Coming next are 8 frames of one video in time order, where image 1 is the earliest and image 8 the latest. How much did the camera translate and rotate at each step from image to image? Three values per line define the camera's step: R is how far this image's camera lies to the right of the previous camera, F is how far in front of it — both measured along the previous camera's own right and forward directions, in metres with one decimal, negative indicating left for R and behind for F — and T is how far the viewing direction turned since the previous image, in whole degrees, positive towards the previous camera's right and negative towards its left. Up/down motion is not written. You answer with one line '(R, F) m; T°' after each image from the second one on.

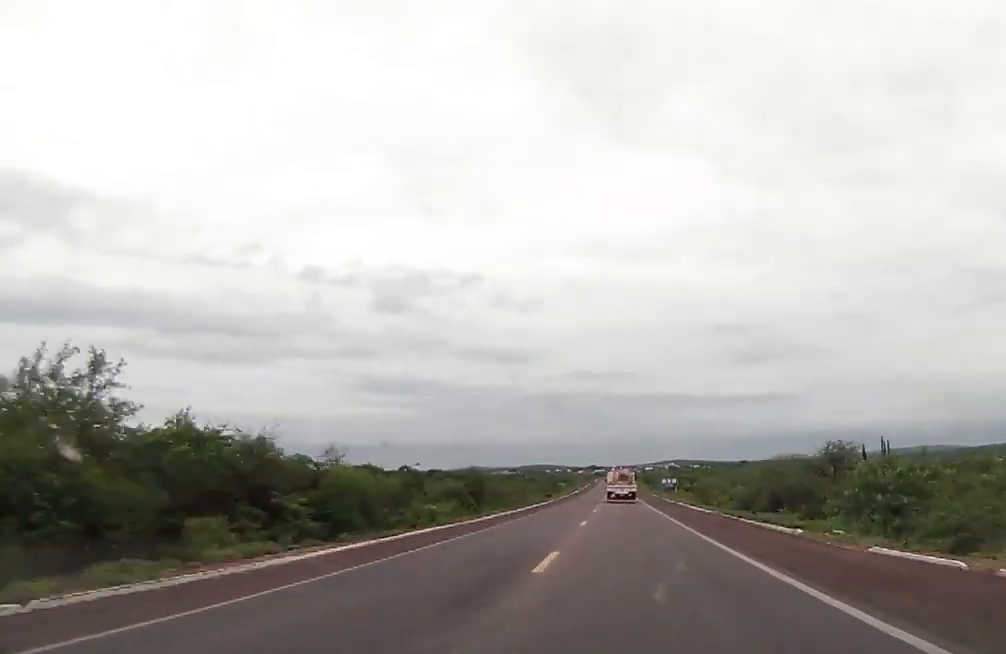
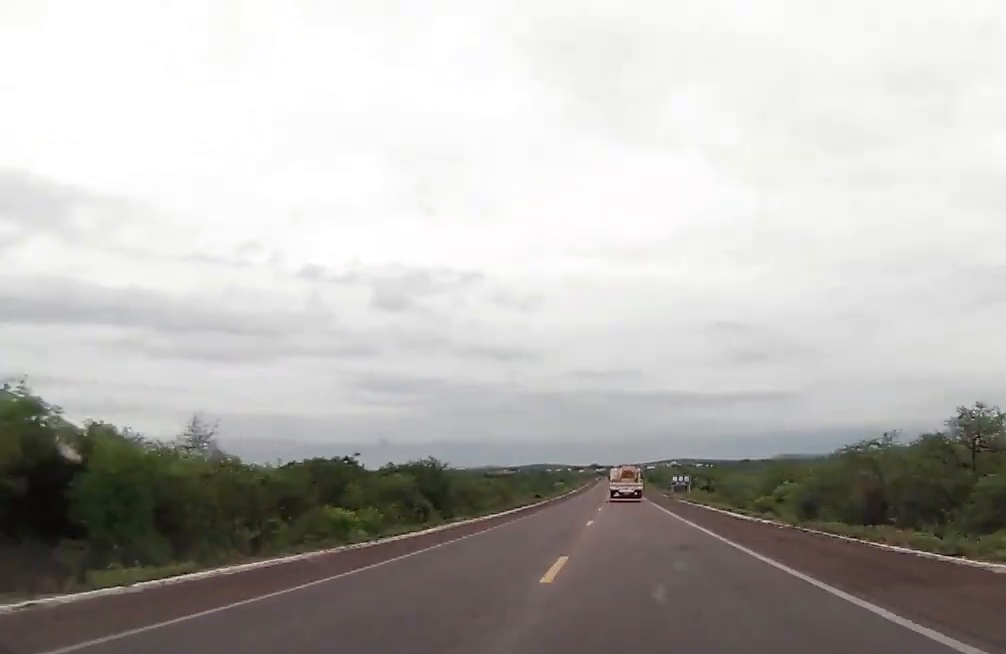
(0.0, +17.3) m; 0°
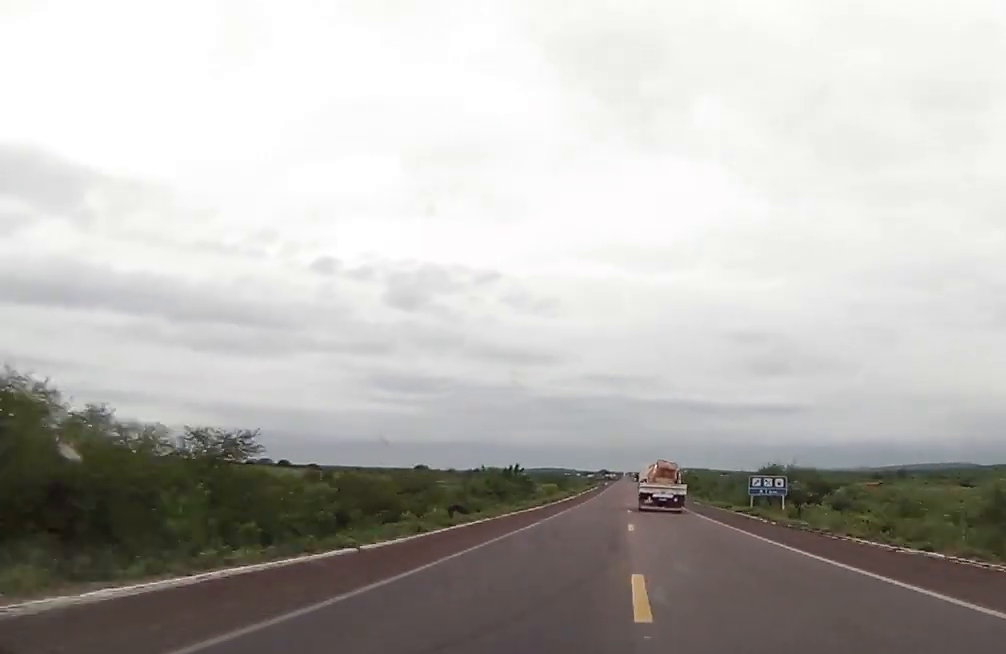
(-0.2, +51.0) m; -1°
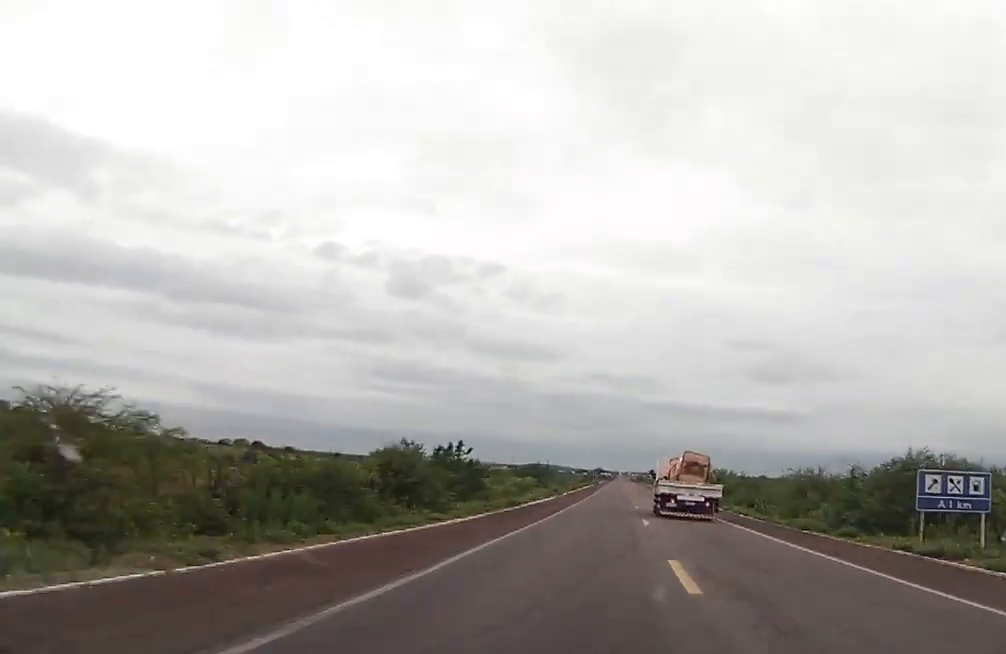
(-0.1, +29.8) m; -1°
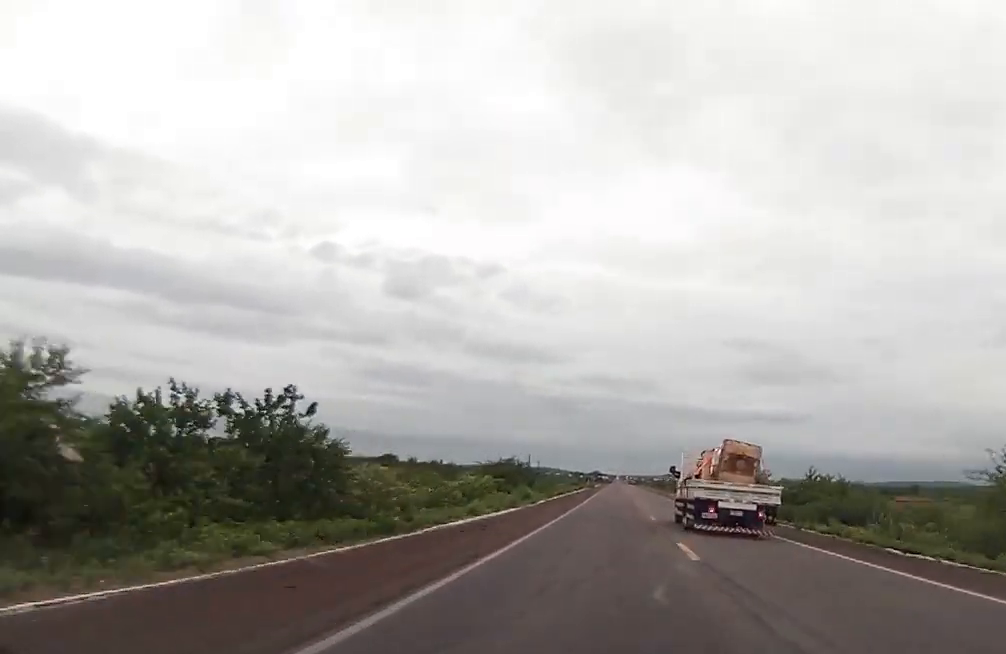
(-0.4, +27.3) m; 0°
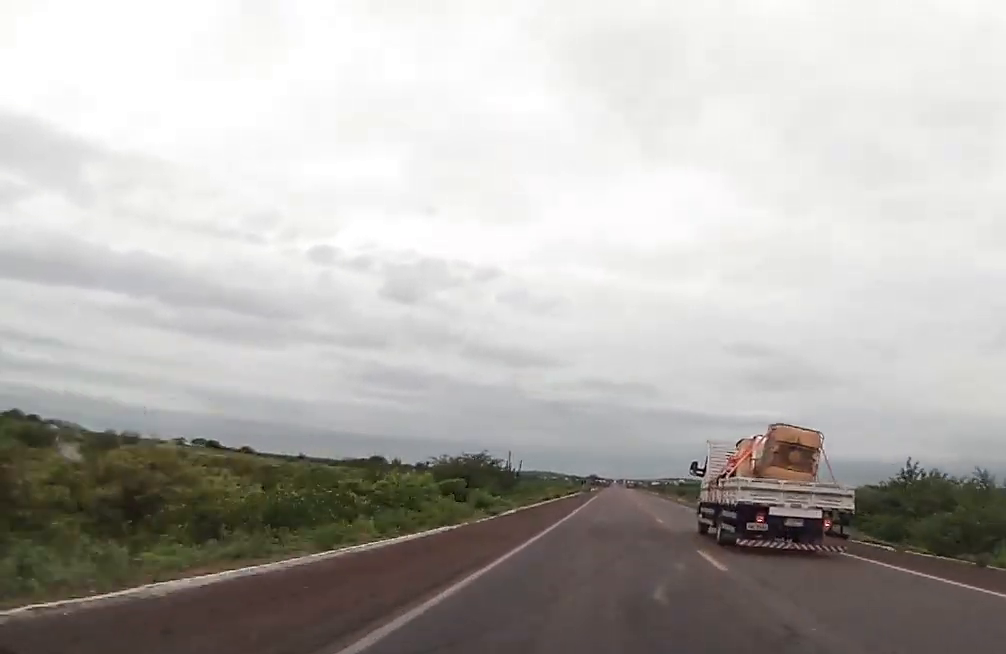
(+0.1, +17.9) m; 0°
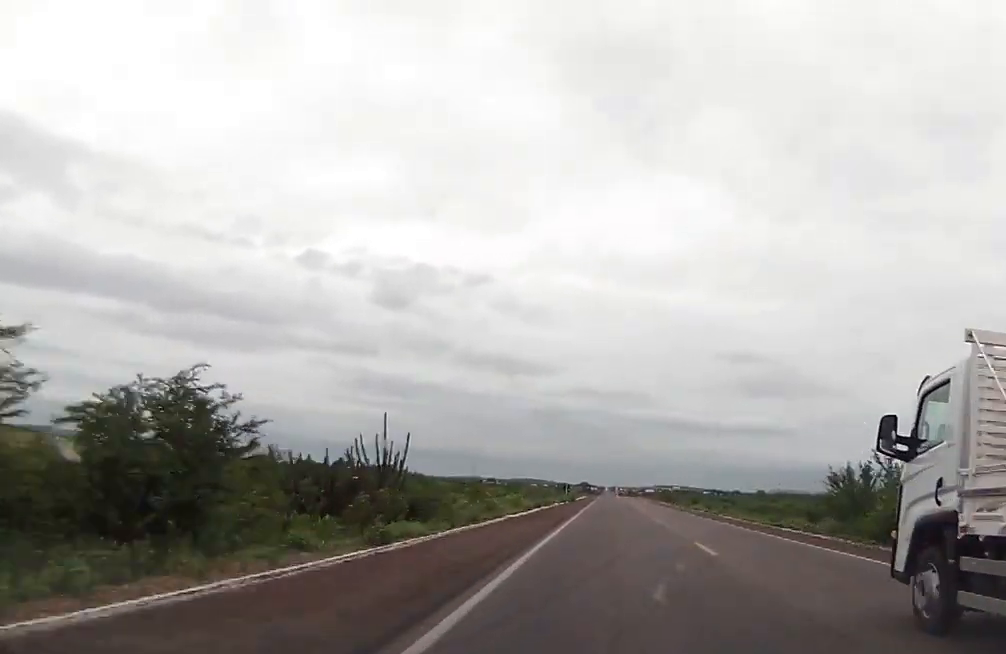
(+0.6, +44.3) m; +1°
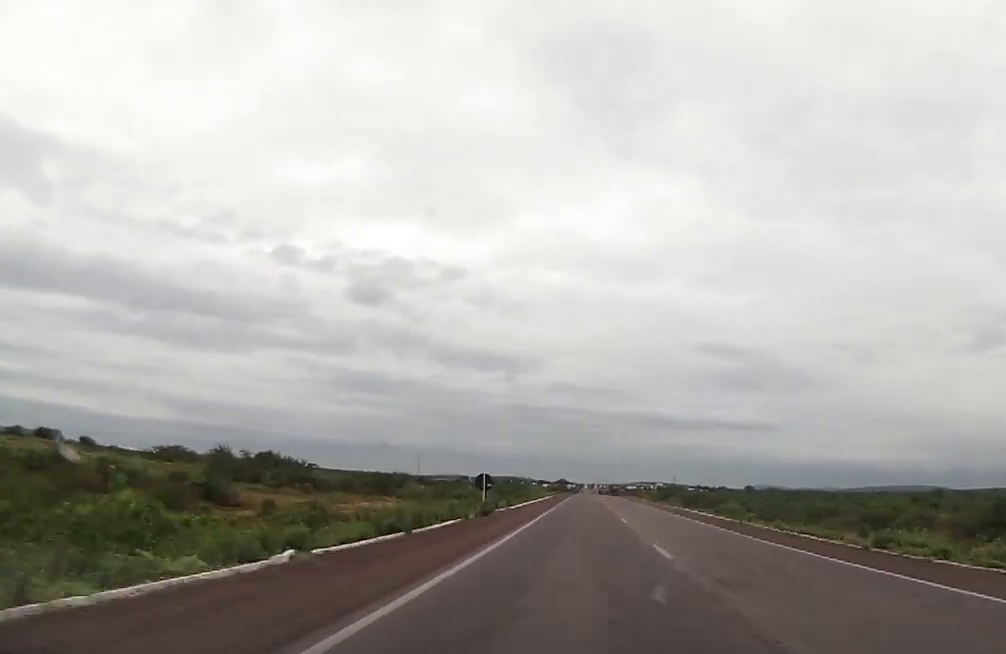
(-0.2, +64.2) m; 0°
